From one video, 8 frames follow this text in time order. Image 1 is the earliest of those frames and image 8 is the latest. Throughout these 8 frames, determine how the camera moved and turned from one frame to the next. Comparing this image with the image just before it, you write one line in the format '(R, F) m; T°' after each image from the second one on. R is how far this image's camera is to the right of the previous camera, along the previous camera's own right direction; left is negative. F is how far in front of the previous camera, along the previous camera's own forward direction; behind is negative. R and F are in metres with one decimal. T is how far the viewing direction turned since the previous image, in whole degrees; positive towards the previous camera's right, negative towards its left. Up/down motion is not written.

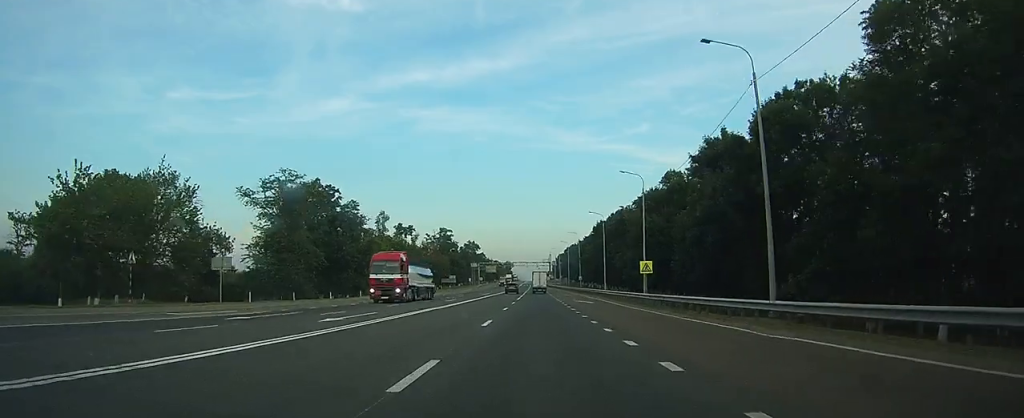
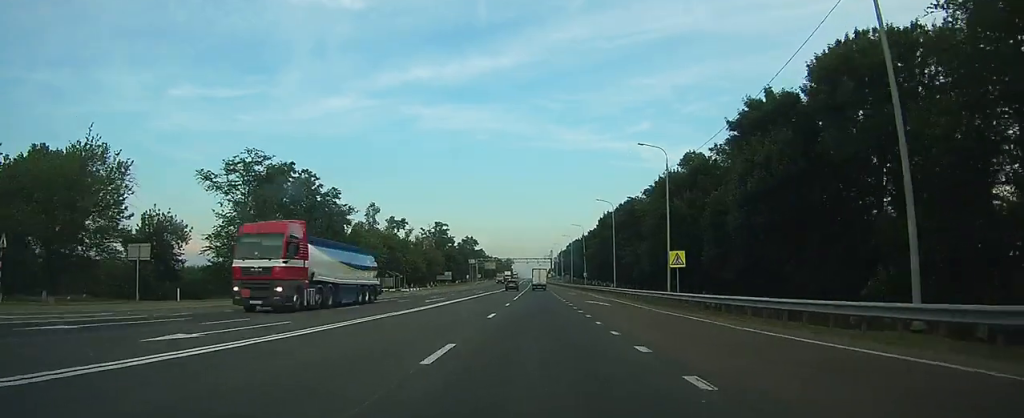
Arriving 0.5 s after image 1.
(0.0, +9.9) m; 0°
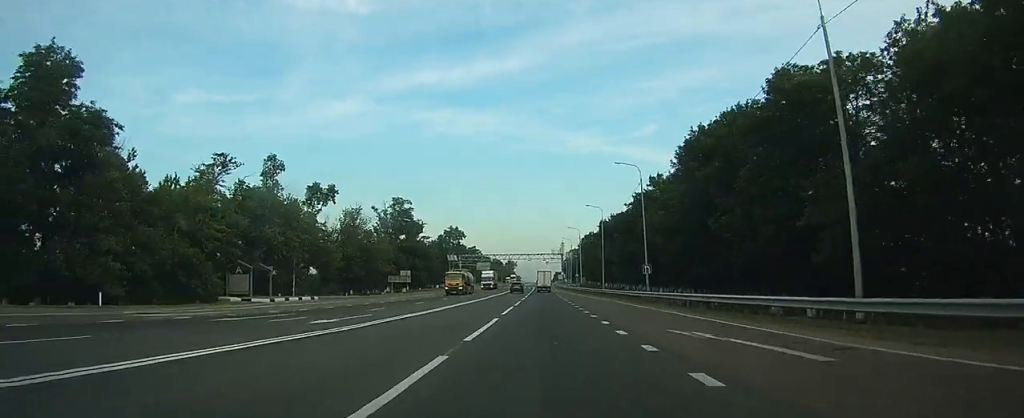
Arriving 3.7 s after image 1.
(-0.1, +56.4) m; -1°
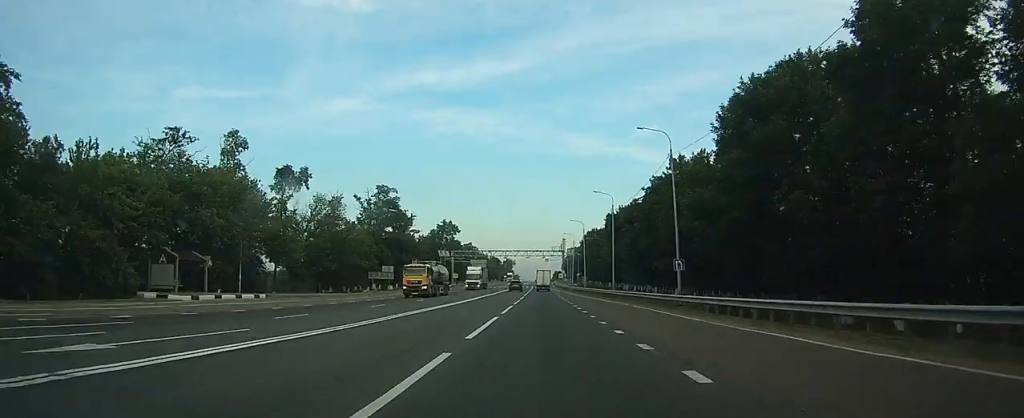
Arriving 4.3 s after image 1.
(0.0, +11.8) m; 0°
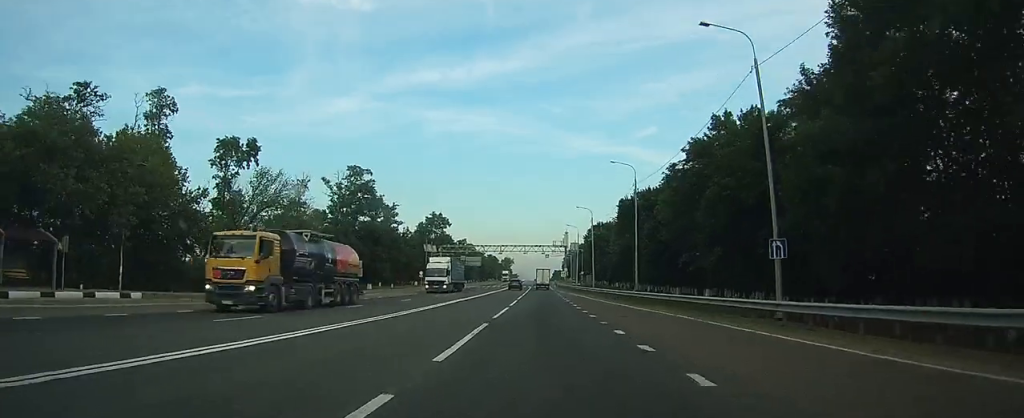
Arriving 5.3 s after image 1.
(0.0, +16.4) m; 0°
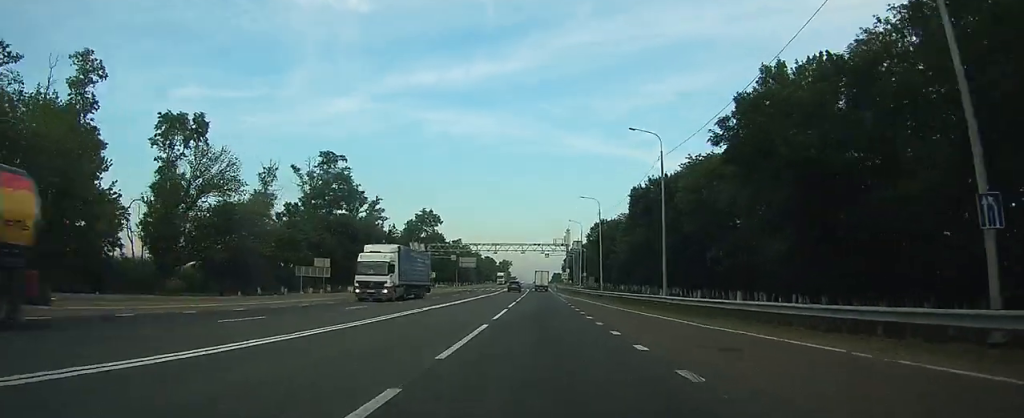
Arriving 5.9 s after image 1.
(0.0, +11.7) m; 0°
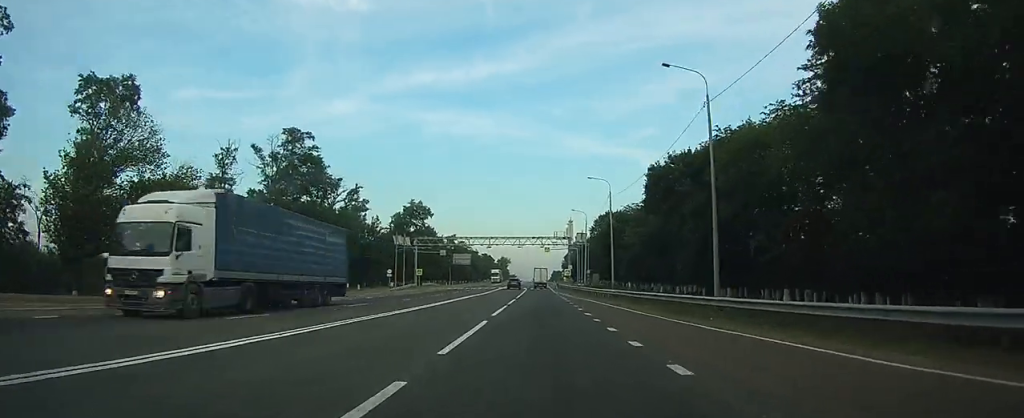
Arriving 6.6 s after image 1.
(+0.1, +11.6) m; 0°
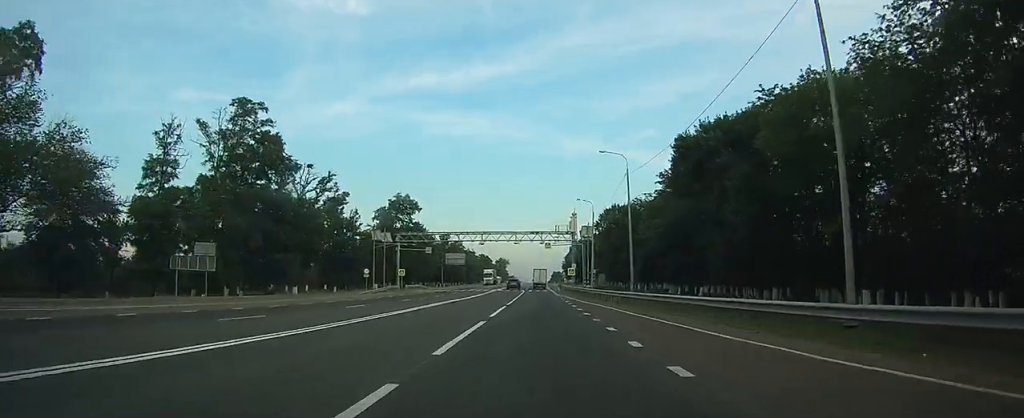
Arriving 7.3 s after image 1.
(-0.1, +12.2) m; 0°
